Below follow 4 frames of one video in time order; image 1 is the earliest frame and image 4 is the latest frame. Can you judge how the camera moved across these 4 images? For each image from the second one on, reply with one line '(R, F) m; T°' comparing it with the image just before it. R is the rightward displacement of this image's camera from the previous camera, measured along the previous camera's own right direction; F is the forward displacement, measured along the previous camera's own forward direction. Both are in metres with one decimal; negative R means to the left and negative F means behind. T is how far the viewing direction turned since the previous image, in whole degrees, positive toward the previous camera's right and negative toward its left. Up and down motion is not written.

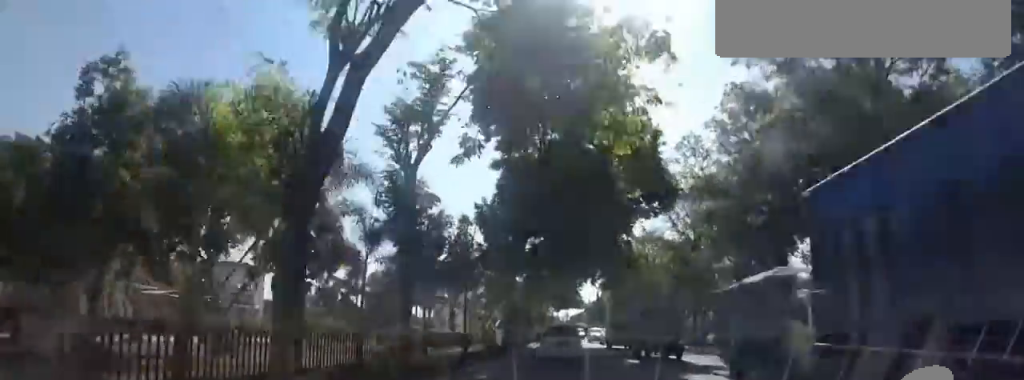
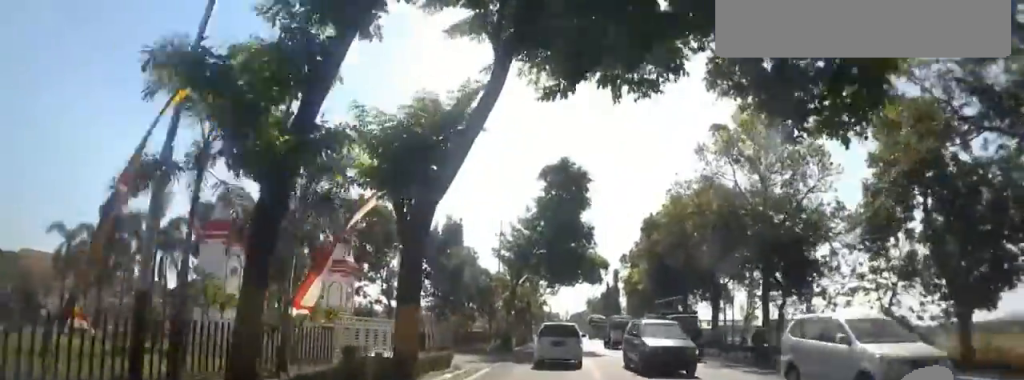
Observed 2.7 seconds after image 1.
(+0.2, +32.3) m; -1°
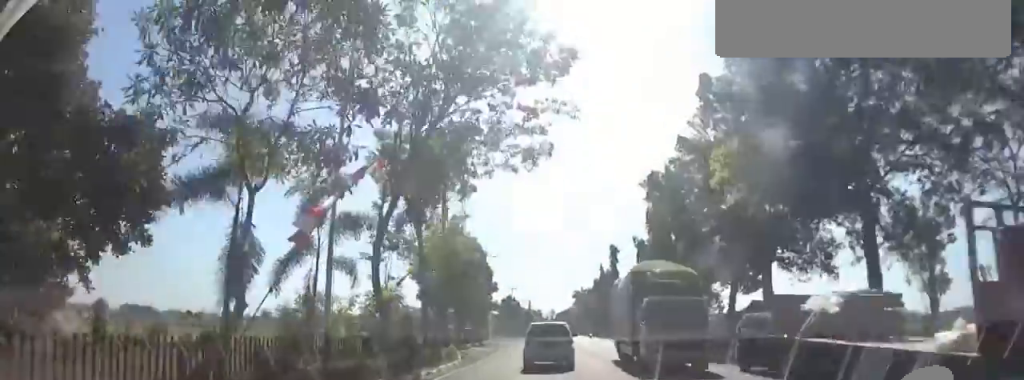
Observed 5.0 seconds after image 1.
(+0.2, +30.5) m; +6°
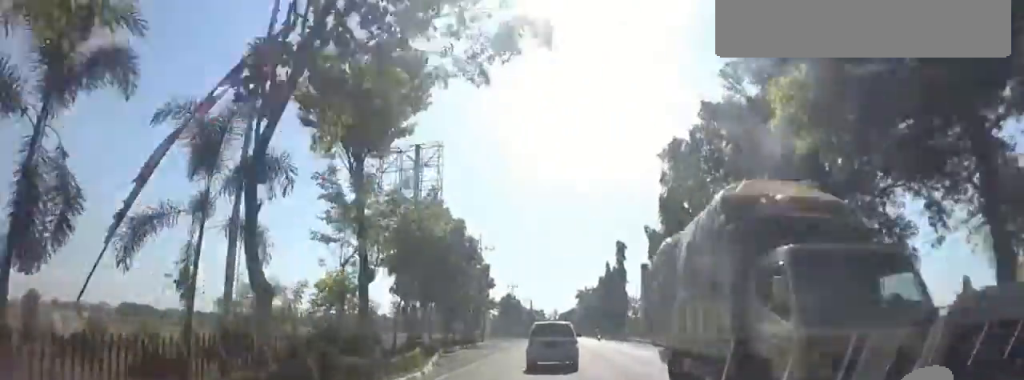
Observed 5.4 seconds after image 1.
(+0.5, +5.3) m; 0°
